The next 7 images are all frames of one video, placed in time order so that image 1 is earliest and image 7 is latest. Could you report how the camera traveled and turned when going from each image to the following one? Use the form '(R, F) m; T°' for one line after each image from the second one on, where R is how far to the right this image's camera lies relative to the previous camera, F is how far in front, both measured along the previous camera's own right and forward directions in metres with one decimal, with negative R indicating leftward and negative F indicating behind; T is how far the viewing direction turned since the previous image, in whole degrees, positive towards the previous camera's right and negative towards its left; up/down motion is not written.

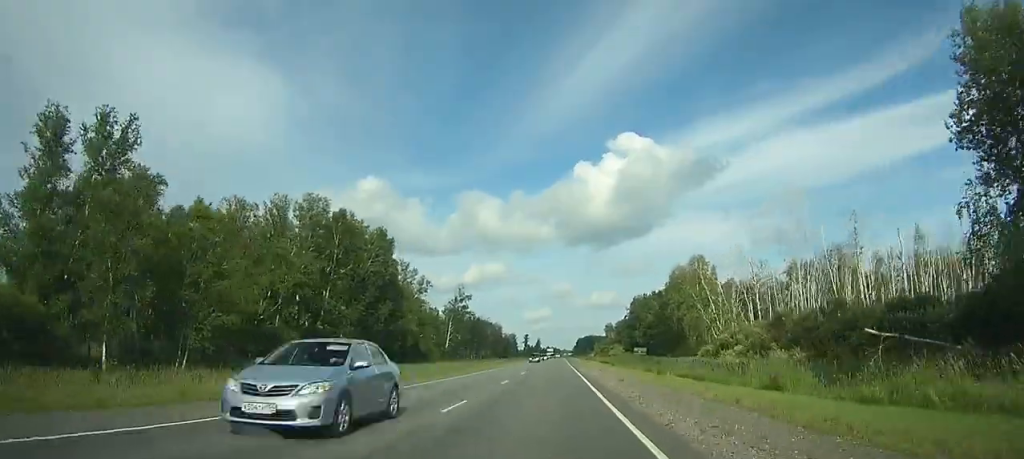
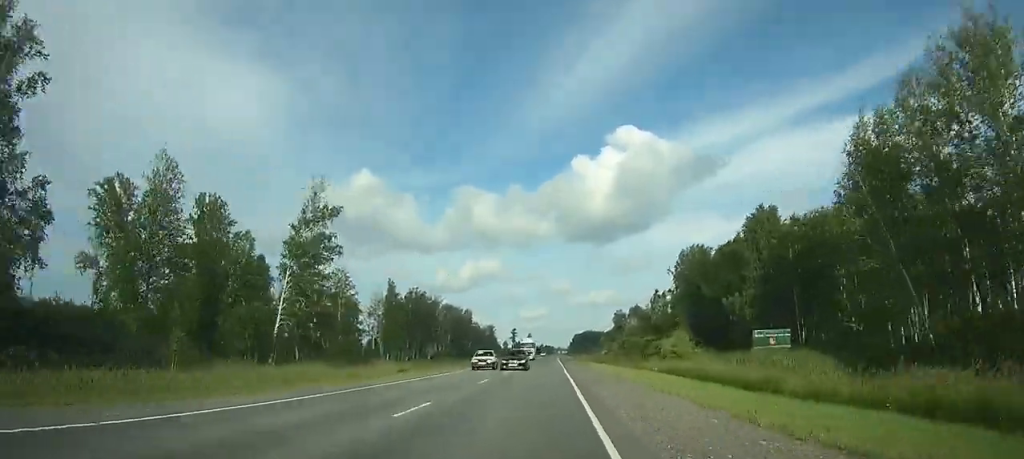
(-0.1, +85.3) m; 0°
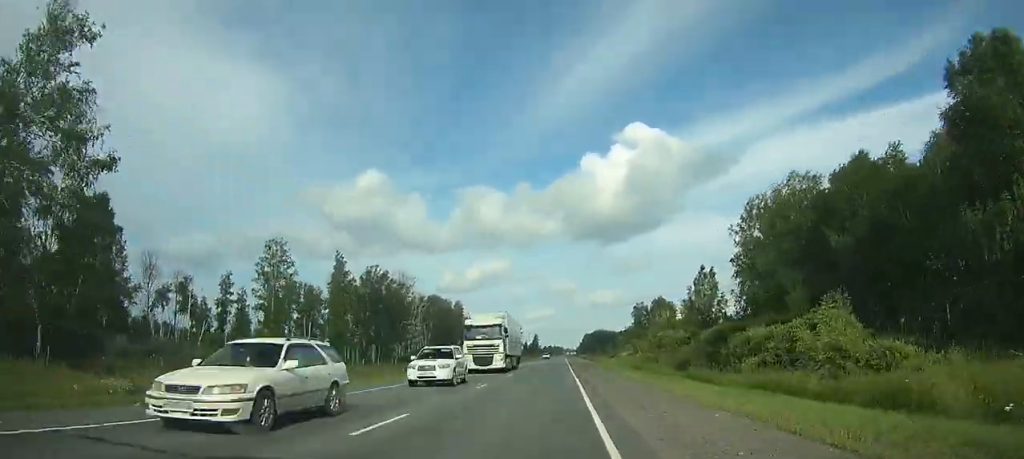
(-0.1, +37.3) m; 0°
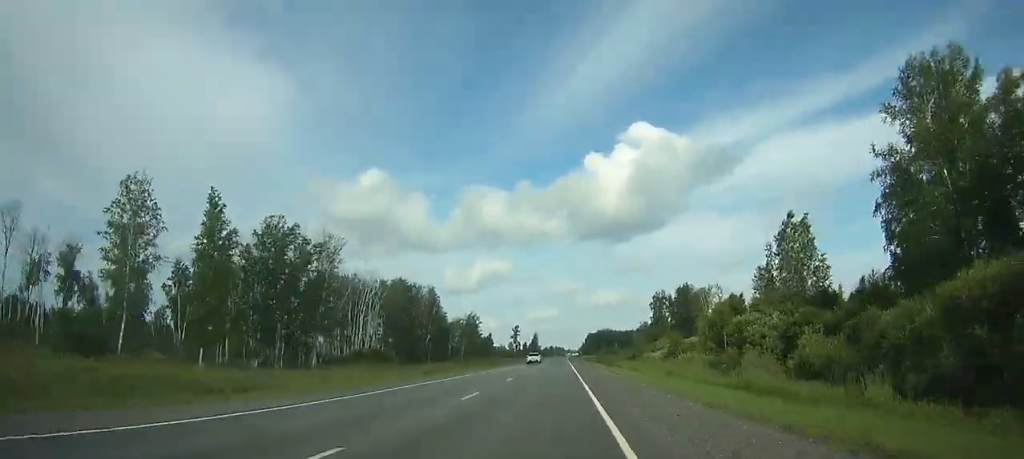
(-0.1, +39.6) m; 0°
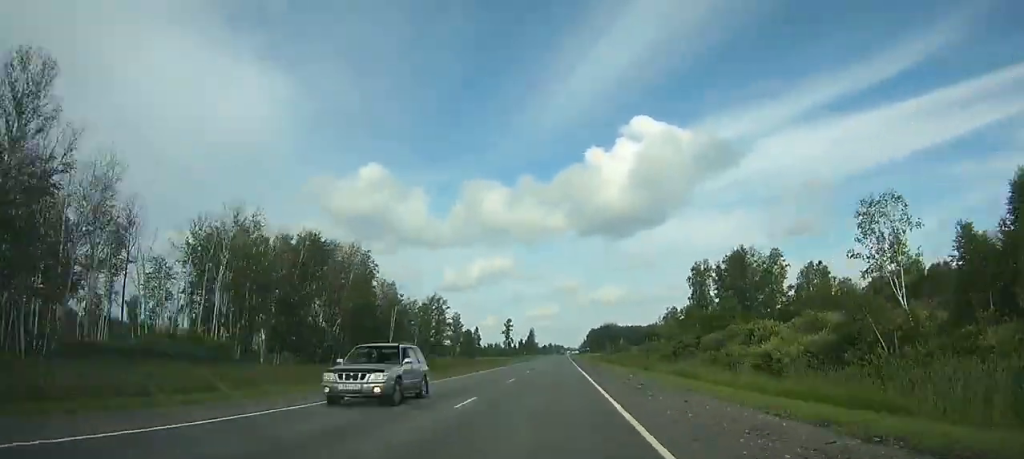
(-0.2, +53.5) m; 0°
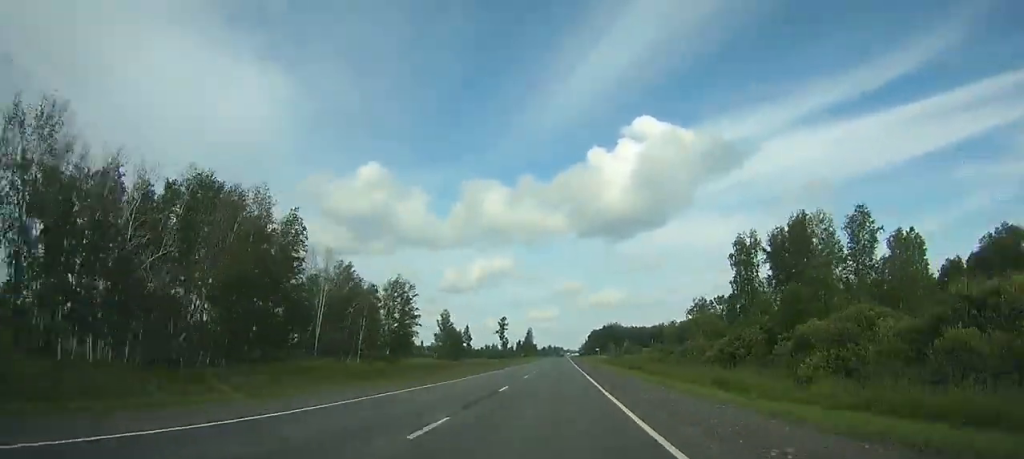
(0.0, +30.6) m; 0°
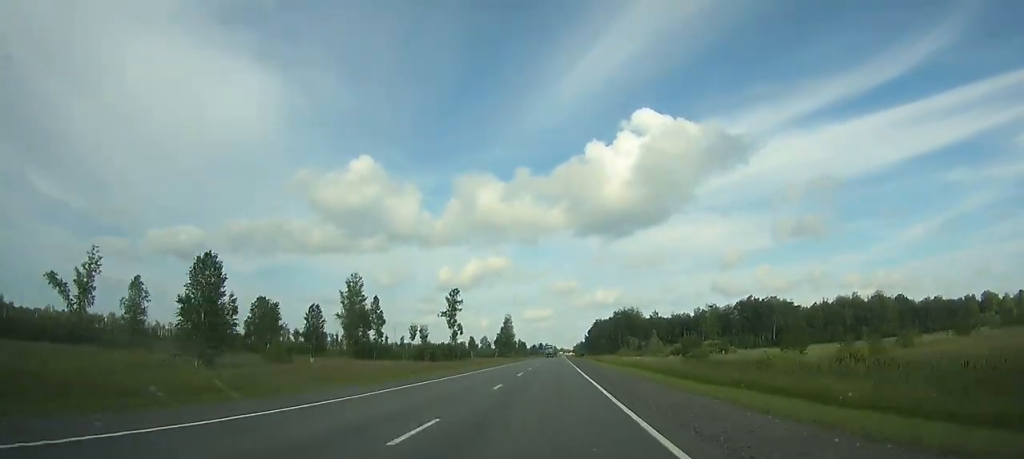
(+1.0, +119.7) m; +1°
